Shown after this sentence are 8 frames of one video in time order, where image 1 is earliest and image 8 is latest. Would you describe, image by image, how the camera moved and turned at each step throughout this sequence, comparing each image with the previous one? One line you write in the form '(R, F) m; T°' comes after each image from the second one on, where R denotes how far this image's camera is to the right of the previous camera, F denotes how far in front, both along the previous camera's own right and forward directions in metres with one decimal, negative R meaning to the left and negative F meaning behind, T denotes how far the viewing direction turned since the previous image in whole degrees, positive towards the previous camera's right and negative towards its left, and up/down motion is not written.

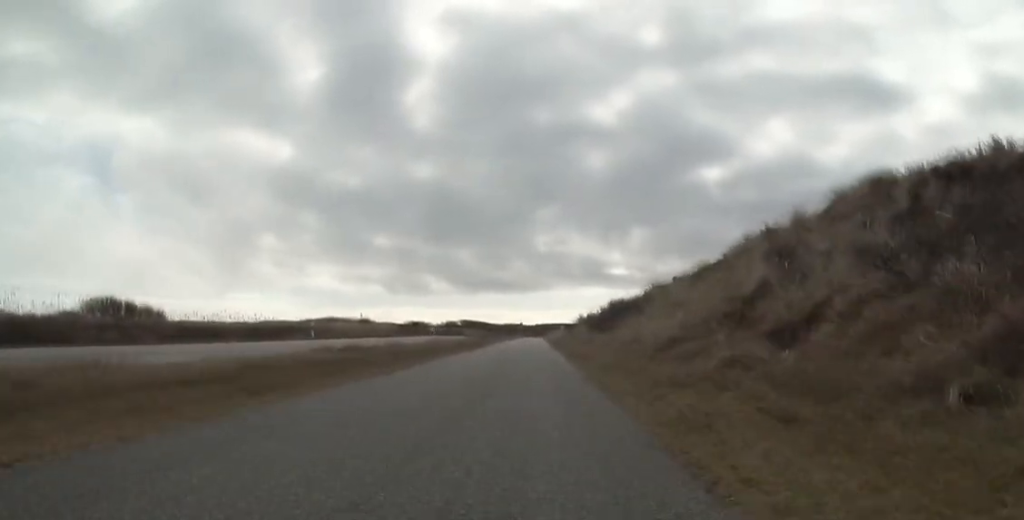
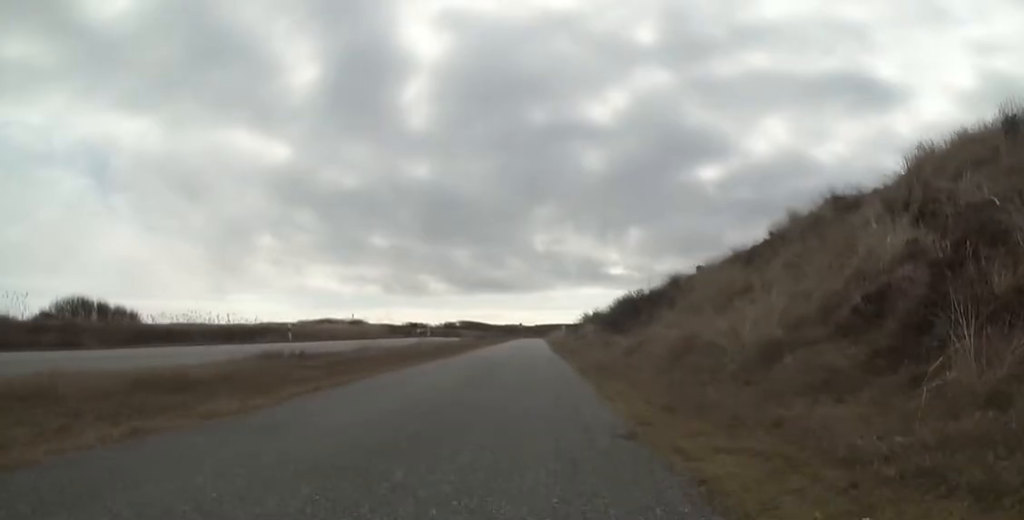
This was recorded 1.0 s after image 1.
(-0.1, +4.9) m; +3°
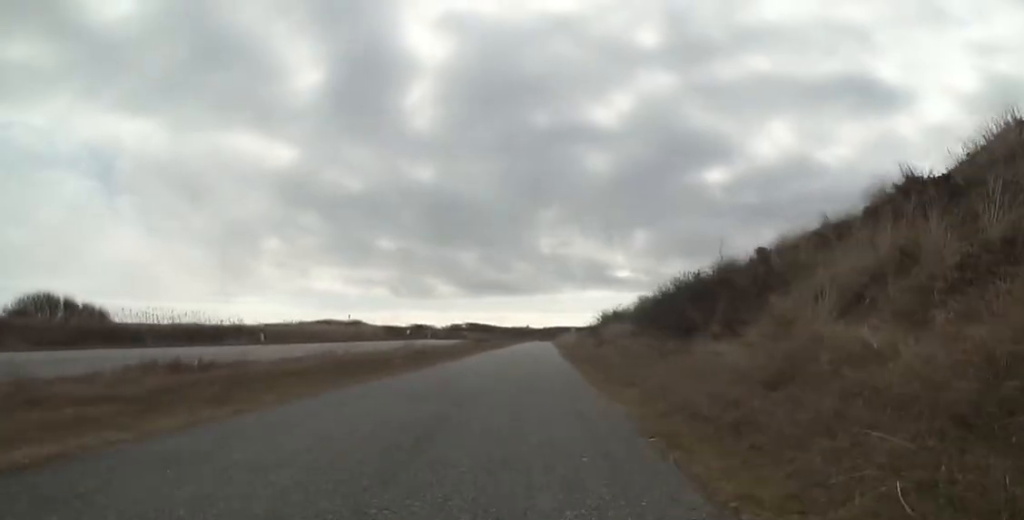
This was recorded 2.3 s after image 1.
(+0.5, +6.3) m; 0°
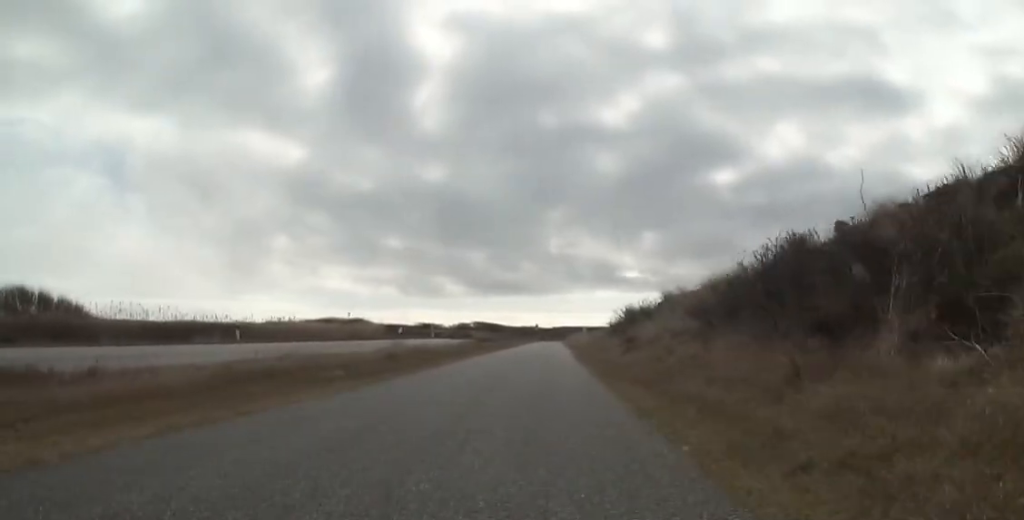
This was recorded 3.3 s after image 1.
(-0.7, +4.8) m; 0°
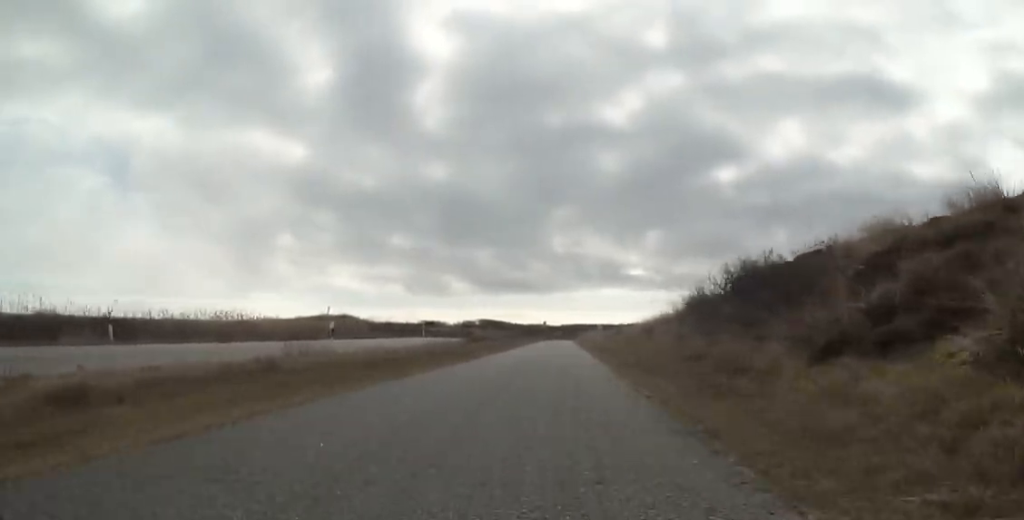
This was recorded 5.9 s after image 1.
(+0.2, +12.4) m; 0°
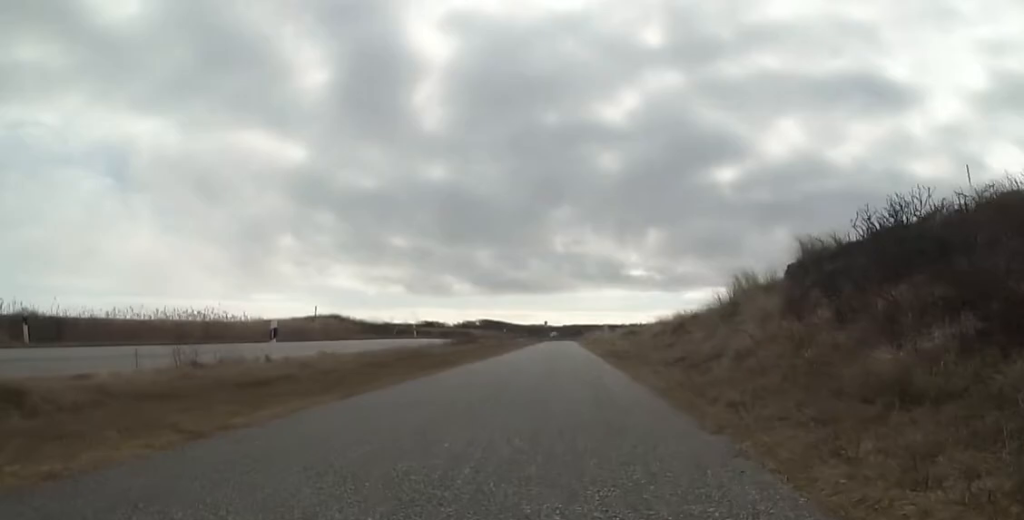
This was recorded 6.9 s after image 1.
(+0.6, +4.8) m; -1°
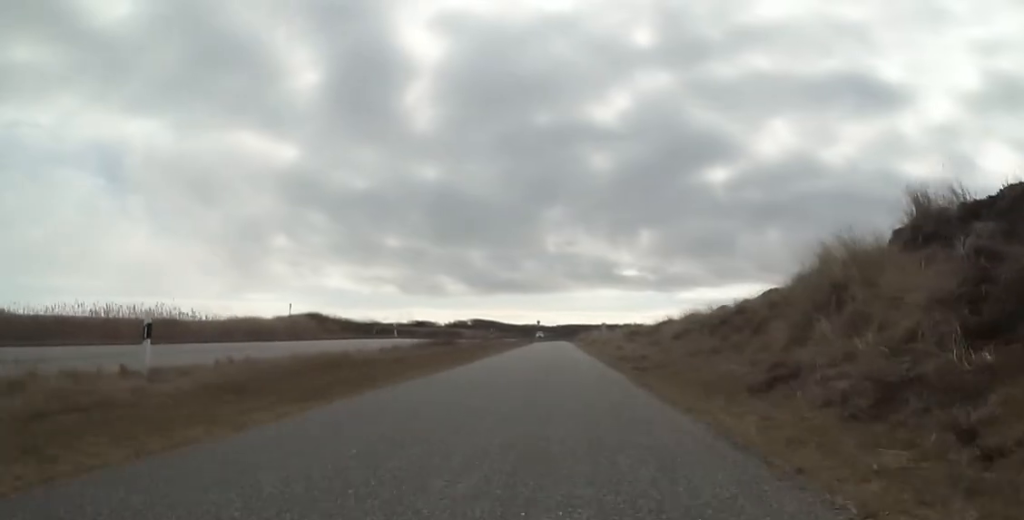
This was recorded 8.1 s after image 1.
(-0.7, +5.1) m; +1°
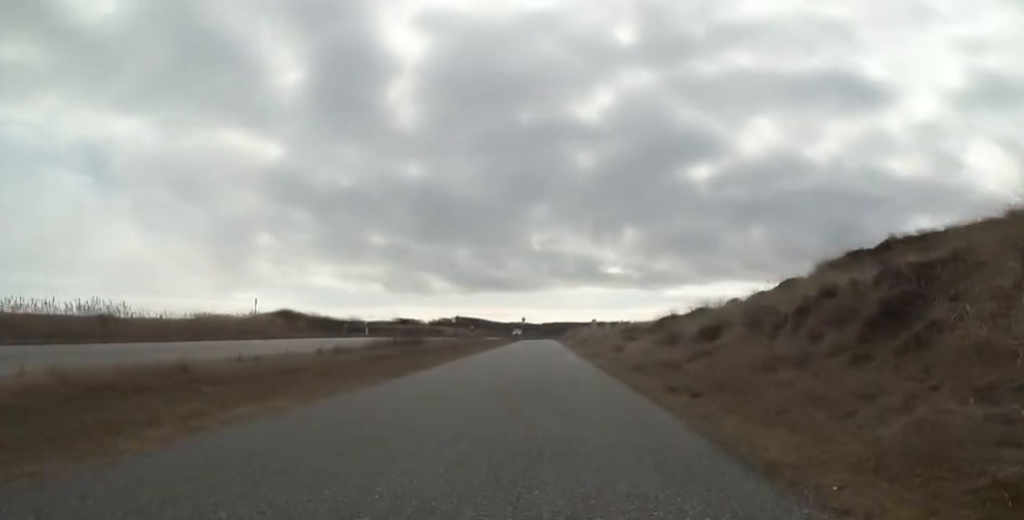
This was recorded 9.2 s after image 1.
(+0.6, +5.0) m; +7°
